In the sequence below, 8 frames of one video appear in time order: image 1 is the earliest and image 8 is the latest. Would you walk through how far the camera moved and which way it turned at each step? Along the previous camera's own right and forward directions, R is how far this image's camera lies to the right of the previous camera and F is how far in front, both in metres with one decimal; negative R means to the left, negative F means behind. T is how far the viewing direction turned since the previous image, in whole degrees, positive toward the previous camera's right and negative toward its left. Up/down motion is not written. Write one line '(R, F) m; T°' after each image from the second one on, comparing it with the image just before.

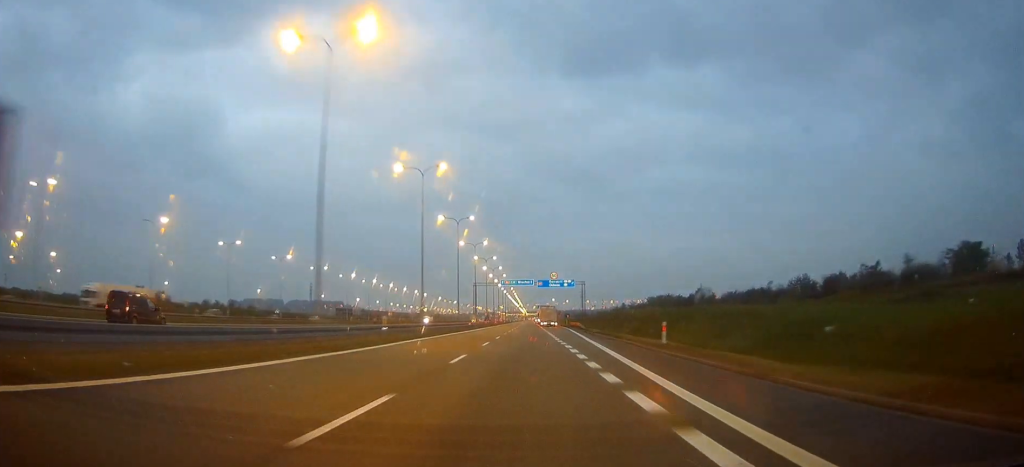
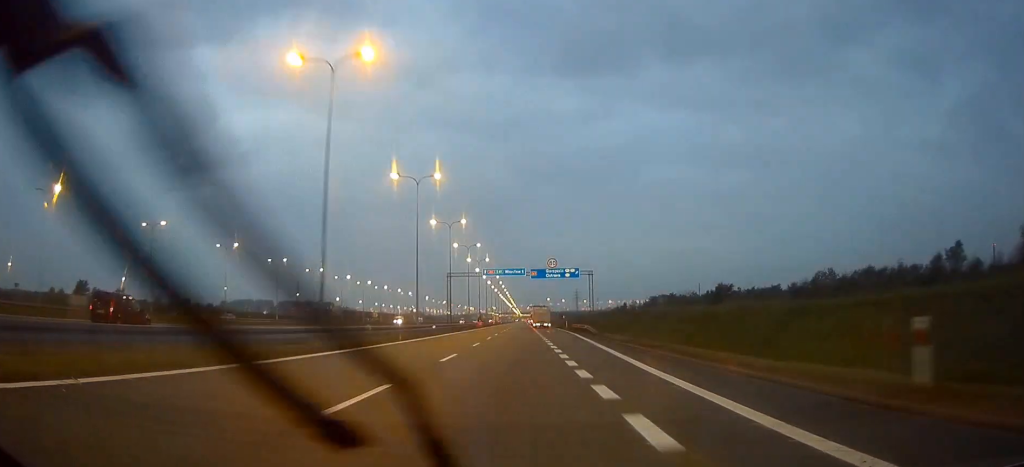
(0.0, +22.4) m; 0°
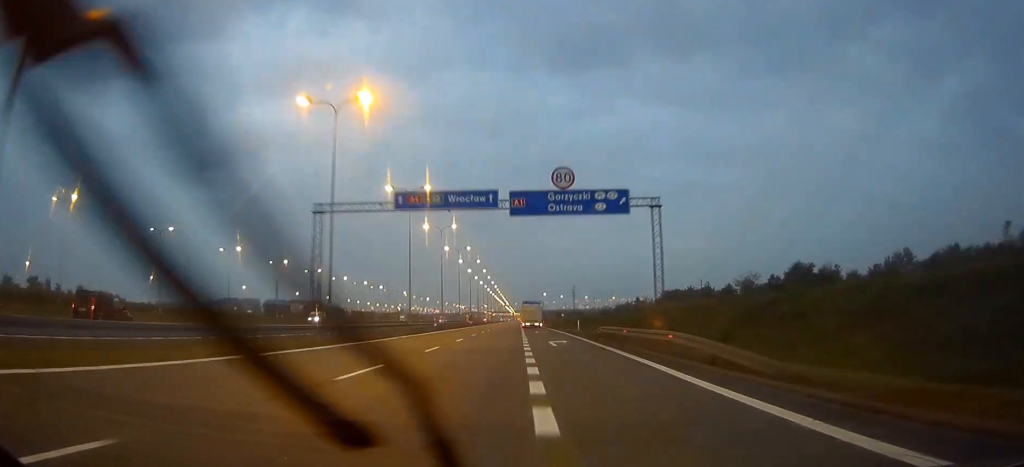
(+0.4, +43.8) m; +1°
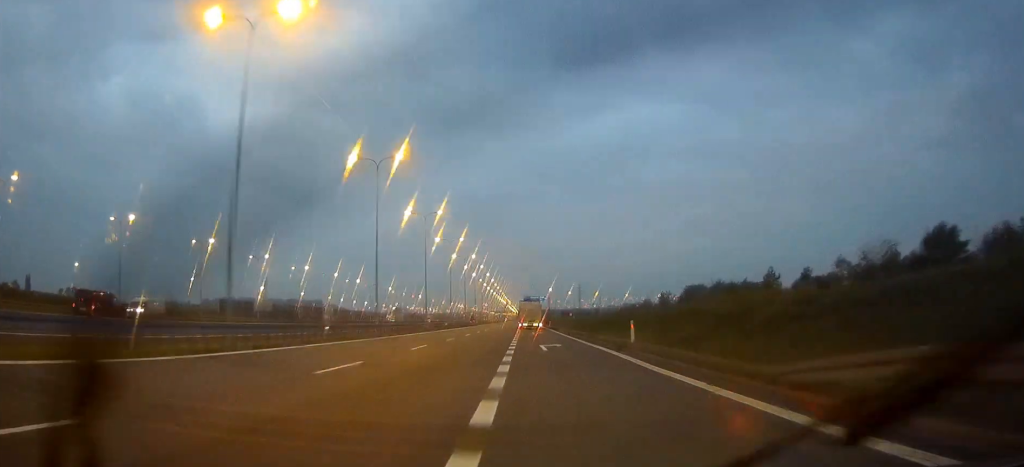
(+0.1, +35.2) m; 0°
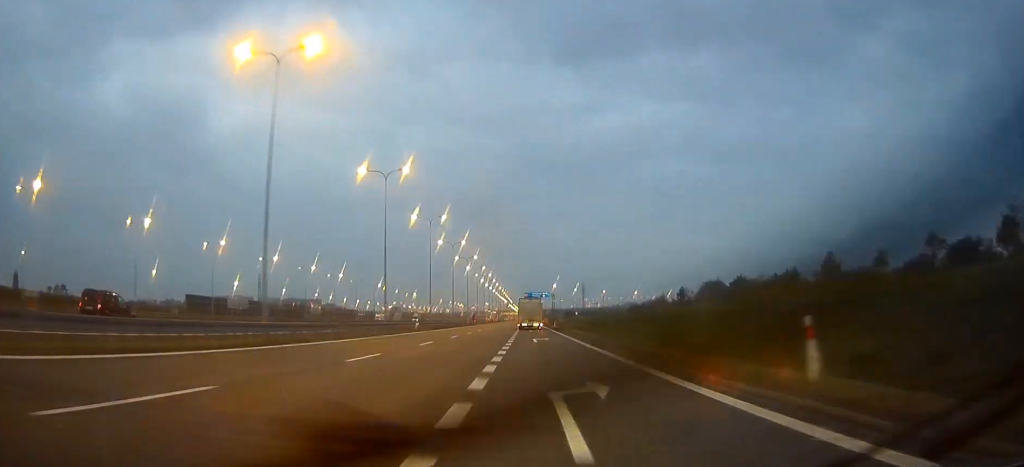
(-0.1, +20.1) m; 0°
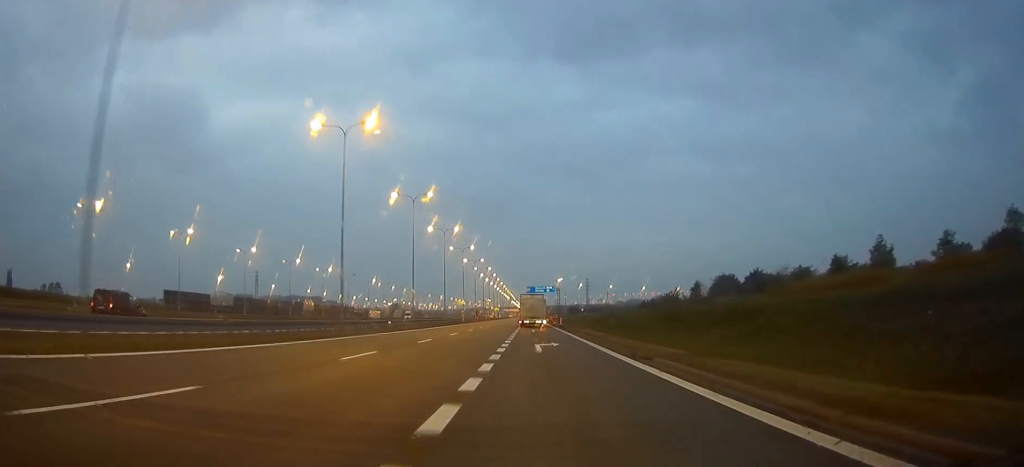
(0.0, +12.2) m; 0°
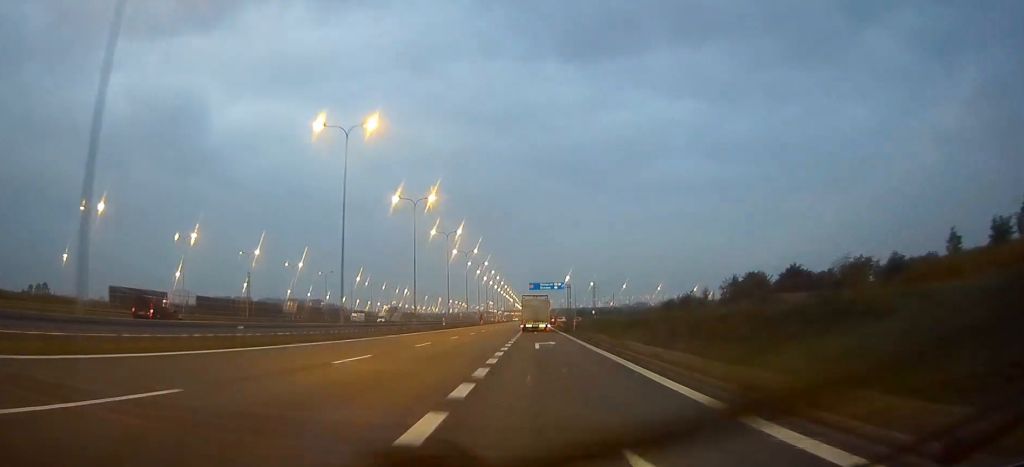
(0.0, +24.3) m; 0°
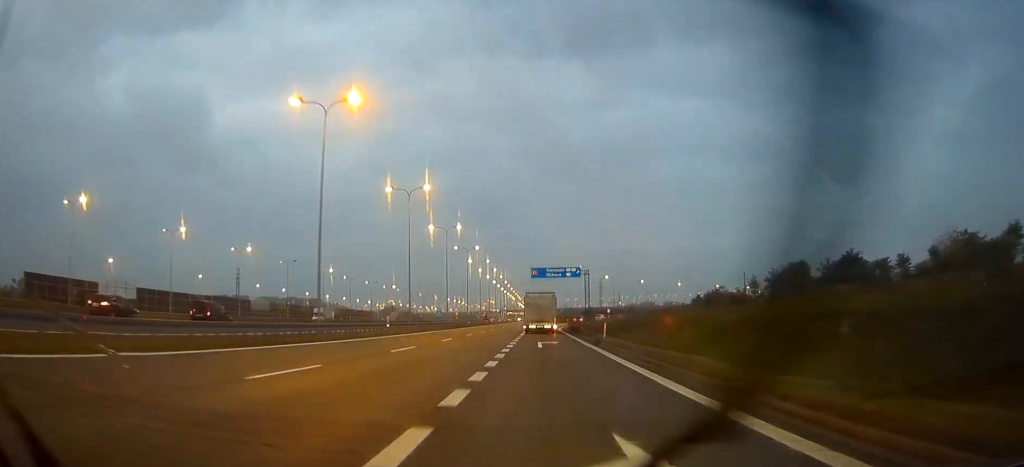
(-0.1, +29.7) m; -1°
